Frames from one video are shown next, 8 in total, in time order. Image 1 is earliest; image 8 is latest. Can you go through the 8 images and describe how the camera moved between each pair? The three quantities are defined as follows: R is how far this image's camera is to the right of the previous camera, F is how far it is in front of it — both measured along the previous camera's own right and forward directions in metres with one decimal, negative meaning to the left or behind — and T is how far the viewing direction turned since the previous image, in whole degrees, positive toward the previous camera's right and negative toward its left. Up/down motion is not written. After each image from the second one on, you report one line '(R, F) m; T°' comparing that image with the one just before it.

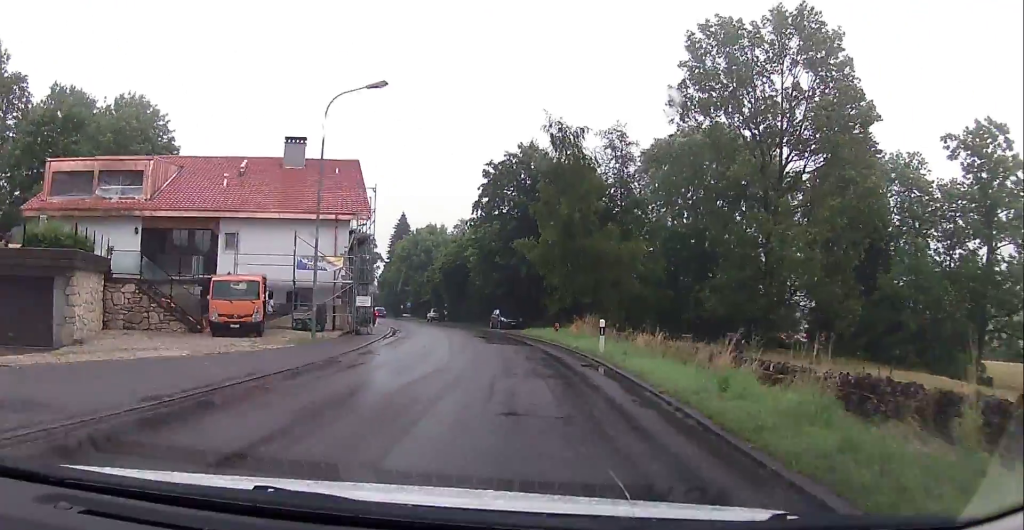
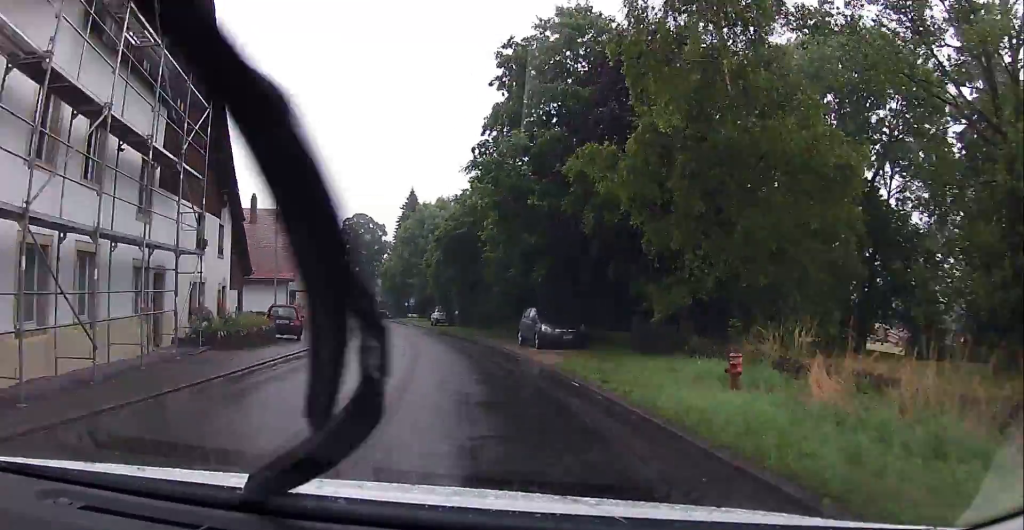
(+0.8, +24.2) m; 0°
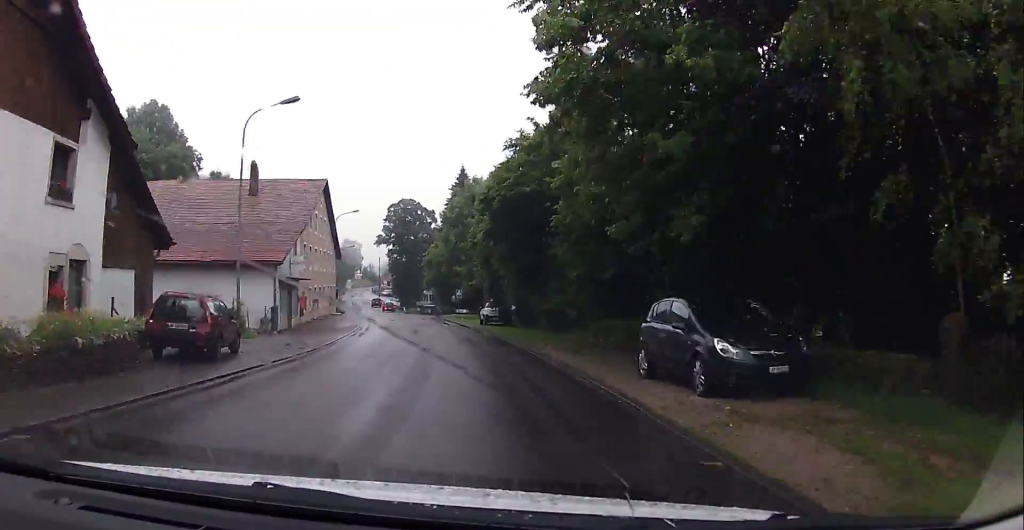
(-0.5, +13.2) m; -5°
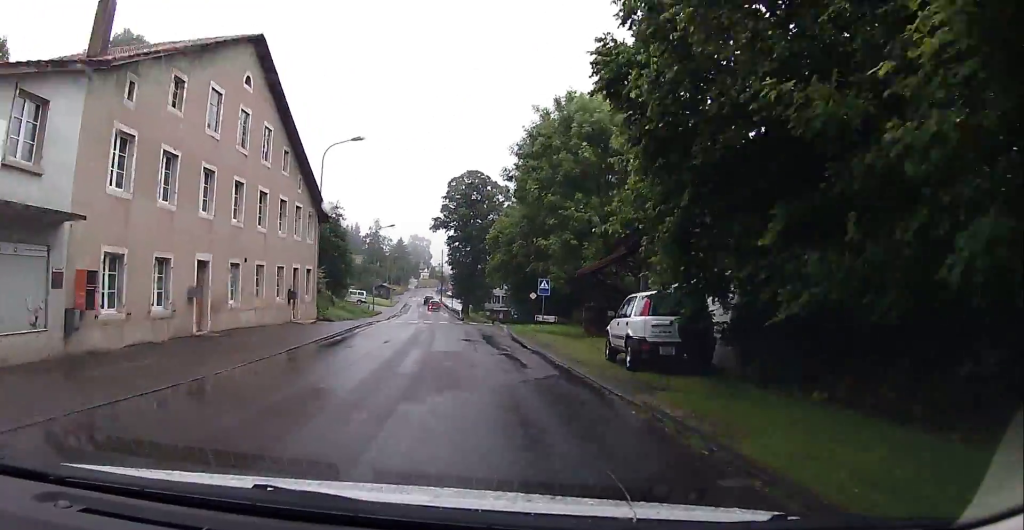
(-2.7, +27.7) m; -8°
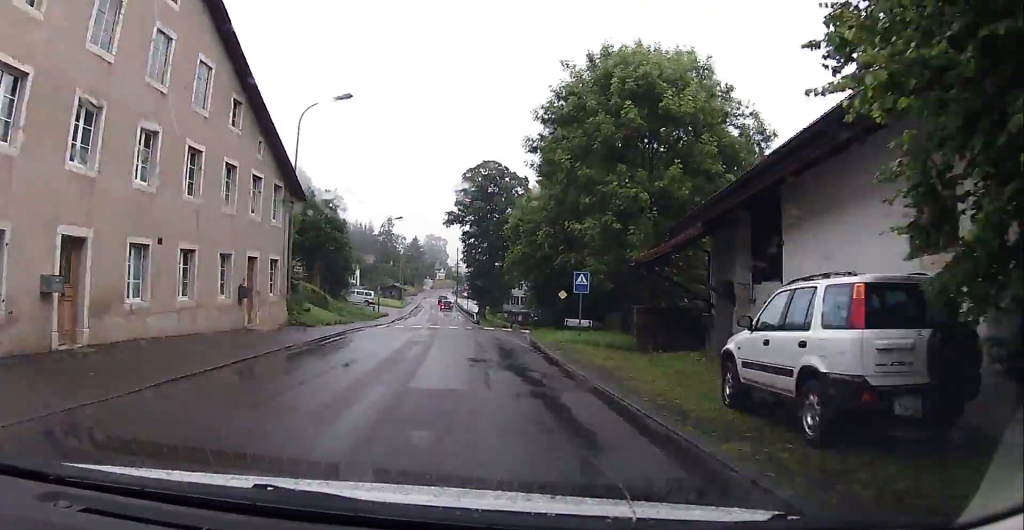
(0.0, +7.6) m; -1°
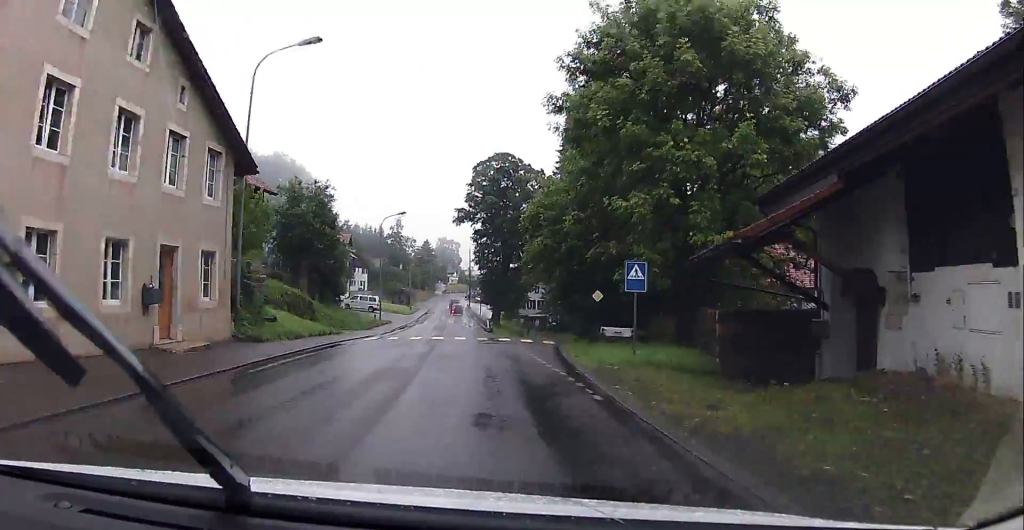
(+0.1, +7.1) m; 0°
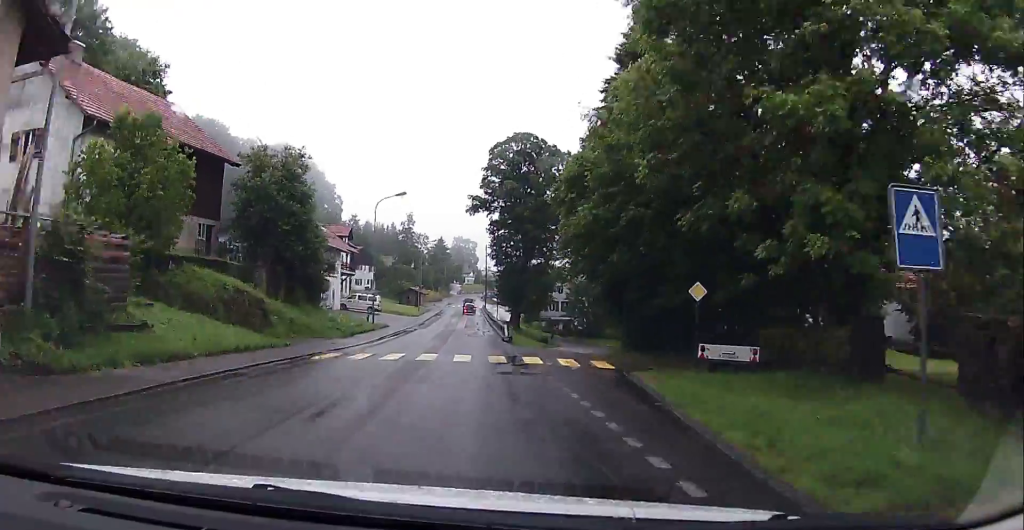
(-0.1, +11.1) m; -2°
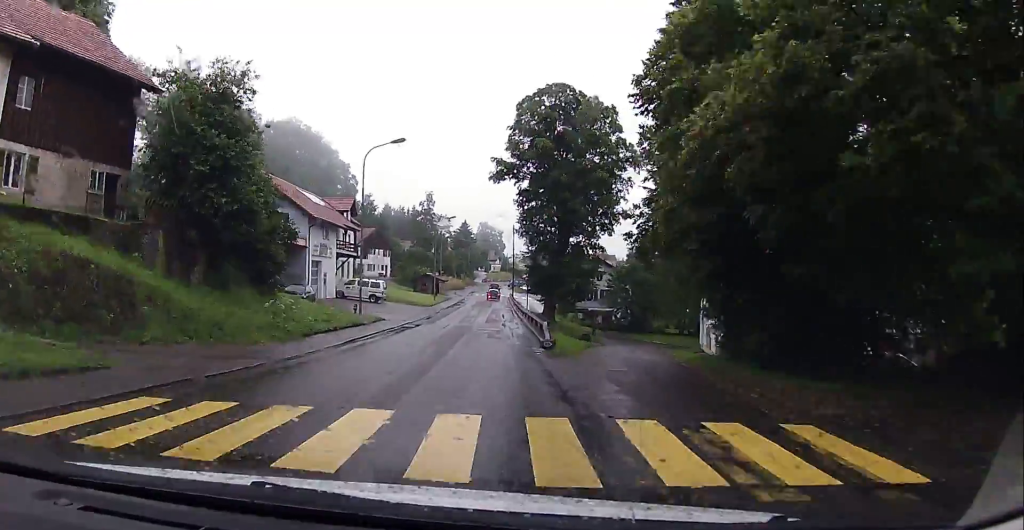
(-0.4, +13.0) m; -3°
